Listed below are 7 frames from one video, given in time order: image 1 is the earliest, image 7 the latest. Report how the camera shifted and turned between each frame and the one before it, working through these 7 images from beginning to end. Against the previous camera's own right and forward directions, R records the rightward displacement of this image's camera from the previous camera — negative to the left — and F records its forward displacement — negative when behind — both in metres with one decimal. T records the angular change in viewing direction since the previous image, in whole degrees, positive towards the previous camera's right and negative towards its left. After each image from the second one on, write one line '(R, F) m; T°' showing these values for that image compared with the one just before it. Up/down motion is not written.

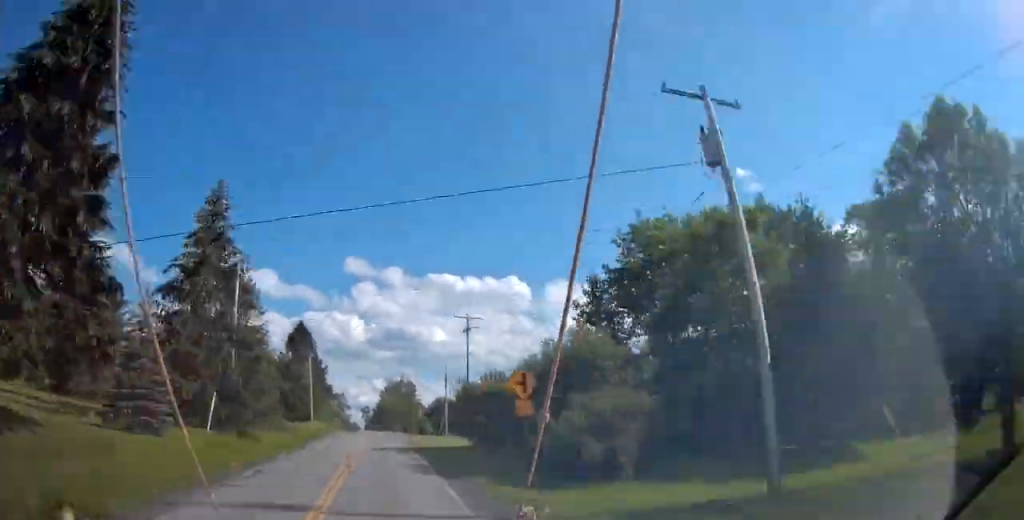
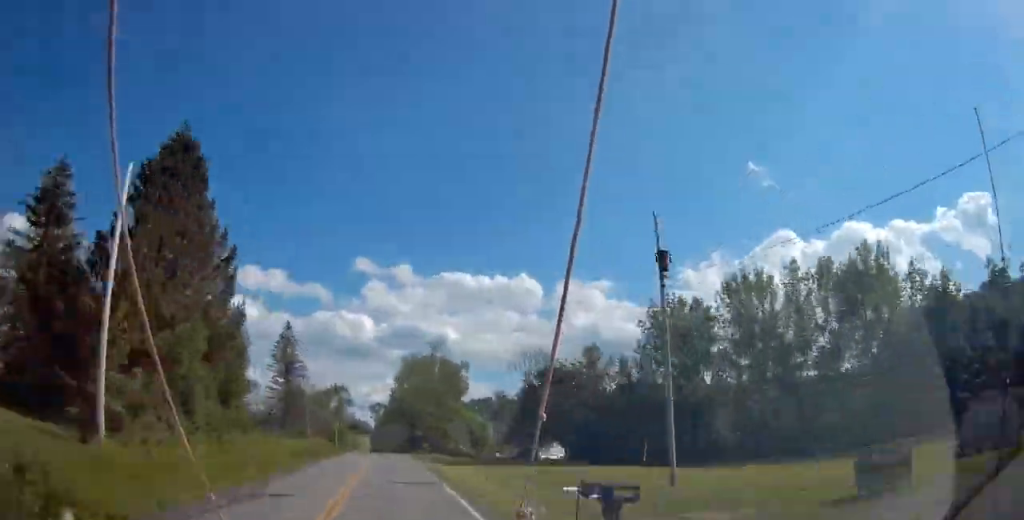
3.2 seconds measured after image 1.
(+1.1, +64.3) m; 0°
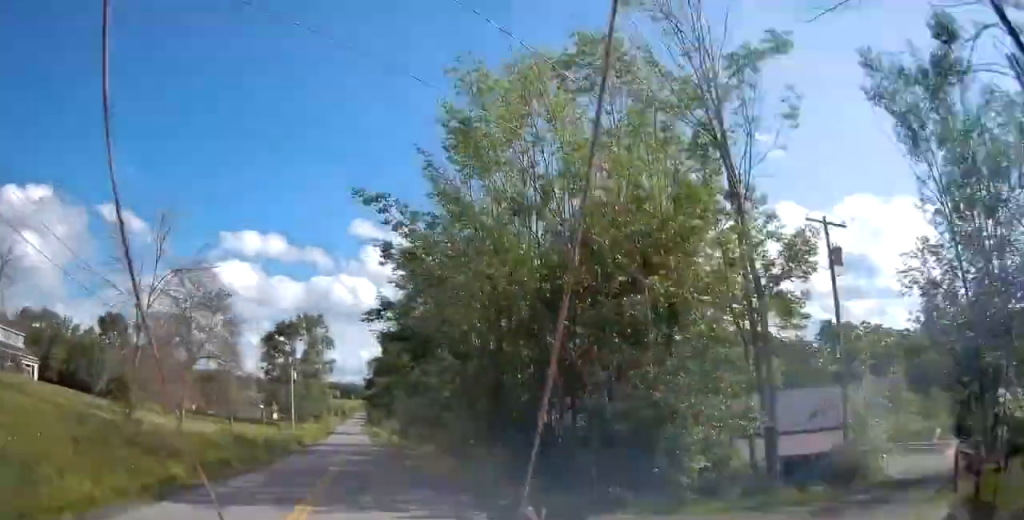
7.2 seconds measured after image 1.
(-0.8, +80.4) m; -2°
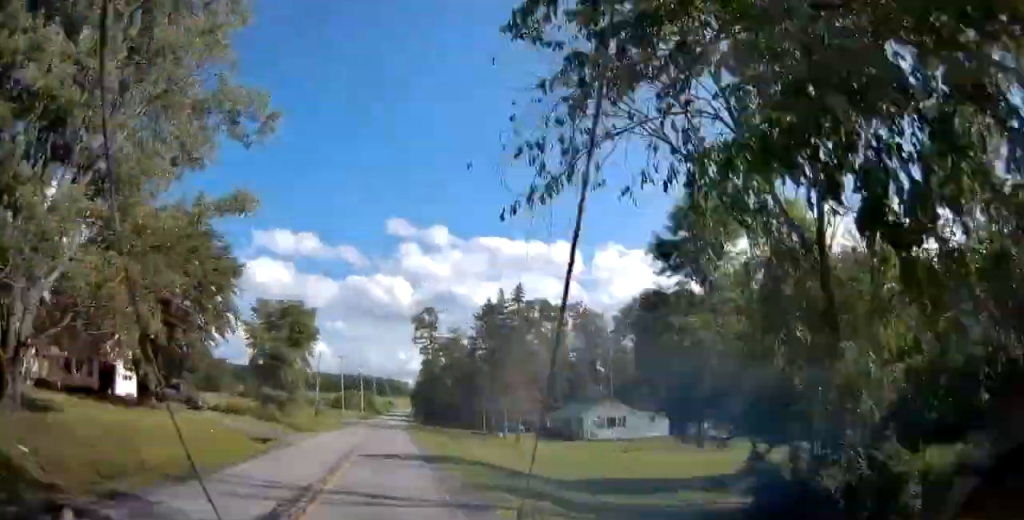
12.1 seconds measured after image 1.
(-3.3, +99.9) m; -2°
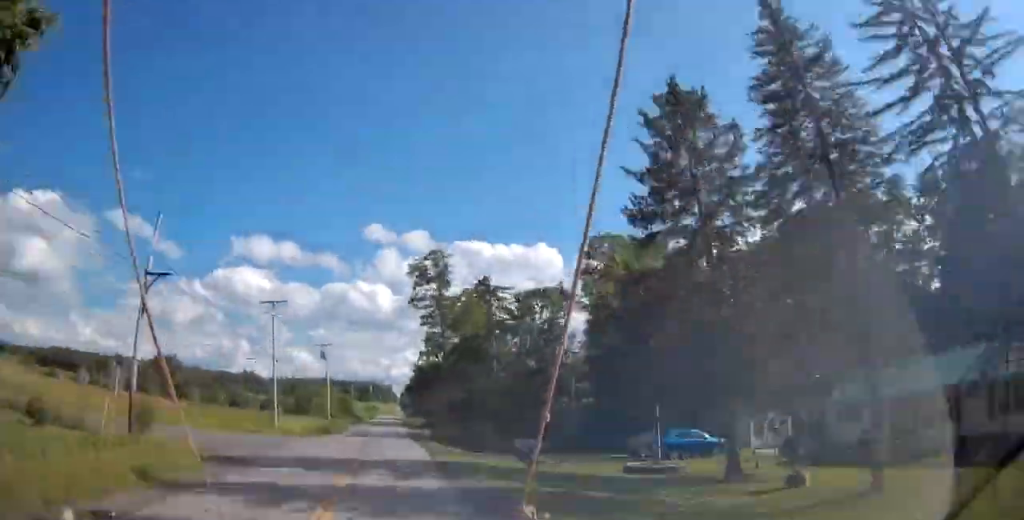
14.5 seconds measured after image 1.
(-1.2, +49.2) m; +1°
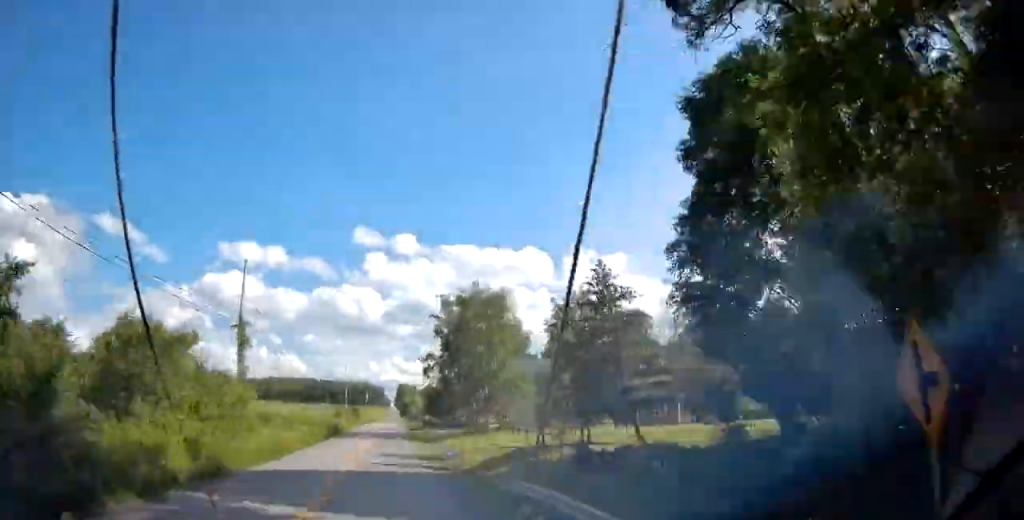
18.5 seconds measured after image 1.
(+3.1, +85.4) m; +2°
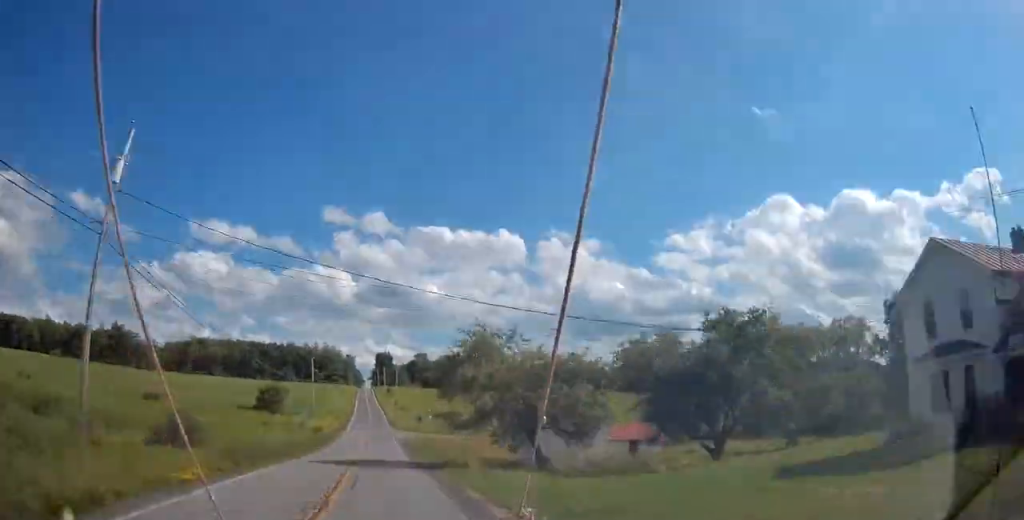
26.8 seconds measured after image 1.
(+1.4, +173.0) m; +1°
